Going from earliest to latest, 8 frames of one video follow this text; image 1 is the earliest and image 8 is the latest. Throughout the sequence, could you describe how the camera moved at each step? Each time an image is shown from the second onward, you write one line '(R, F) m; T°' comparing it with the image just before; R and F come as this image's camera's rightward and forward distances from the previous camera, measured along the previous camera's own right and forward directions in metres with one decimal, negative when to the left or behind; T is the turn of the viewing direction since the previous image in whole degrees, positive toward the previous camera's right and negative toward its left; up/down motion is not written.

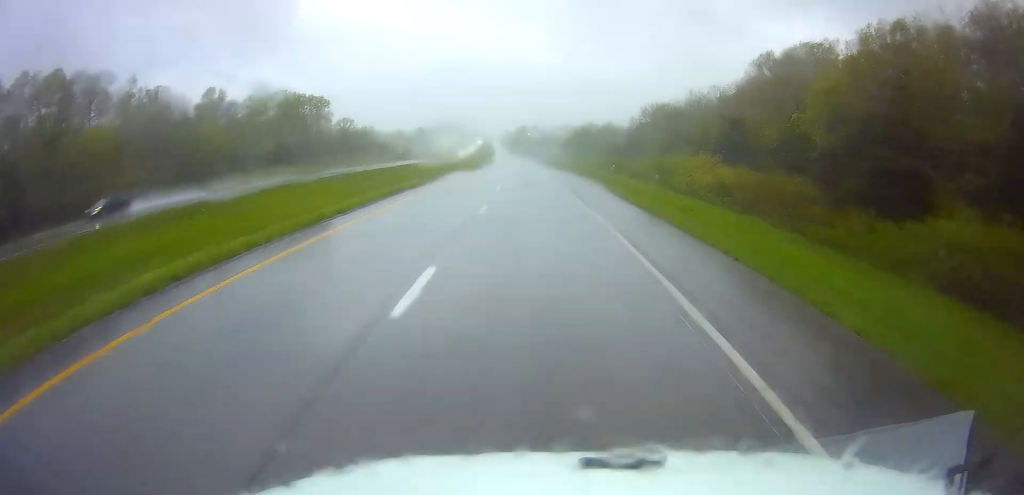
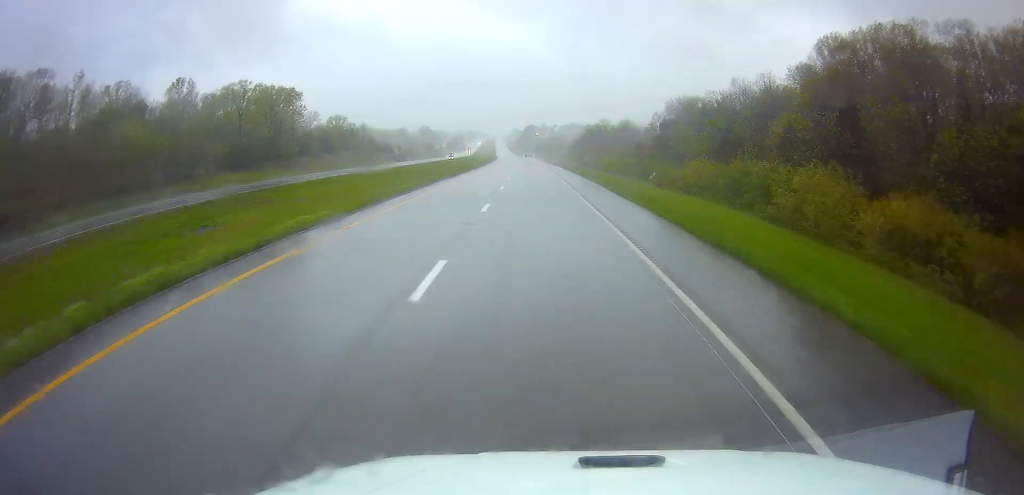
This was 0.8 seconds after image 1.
(-0.2, +23.9) m; -1°
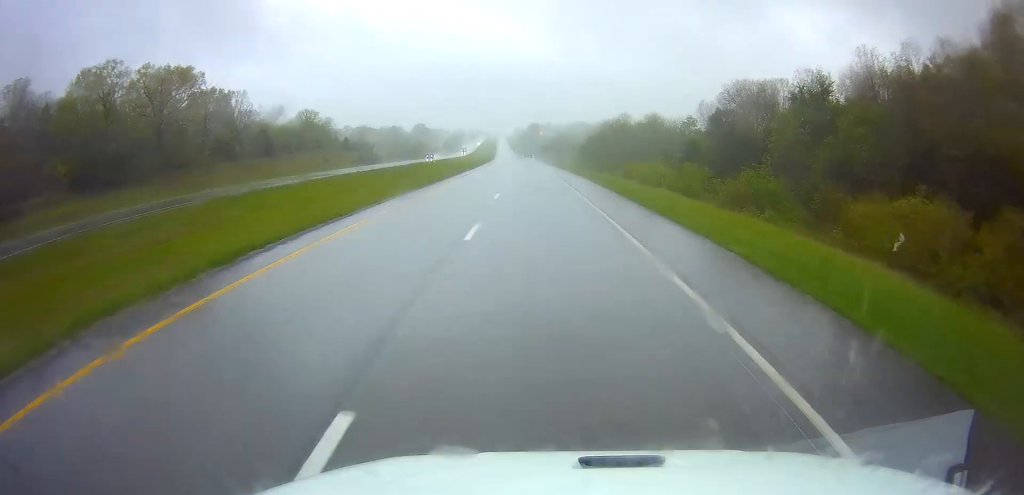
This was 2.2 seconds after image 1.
(-0.2, +43.4) m; 0°
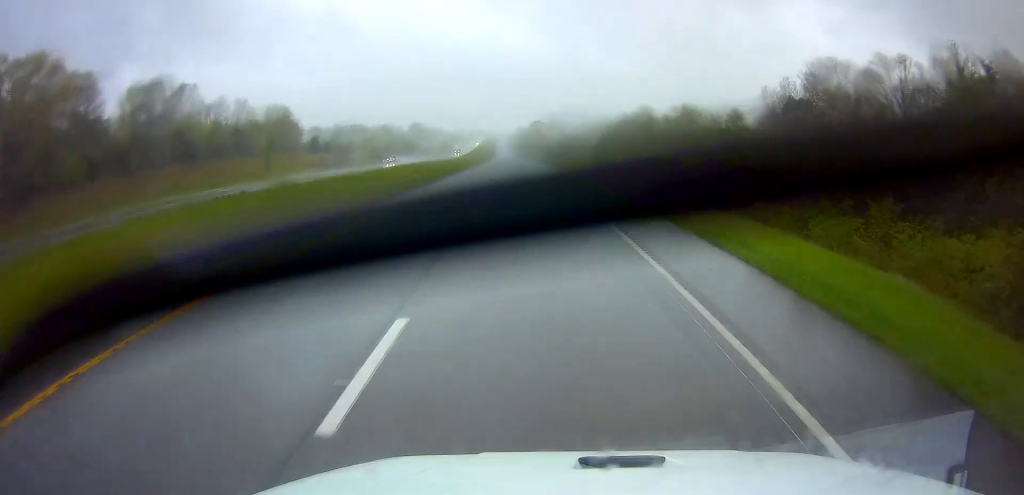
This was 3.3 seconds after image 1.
(+0.1, +34.0) m; 0°
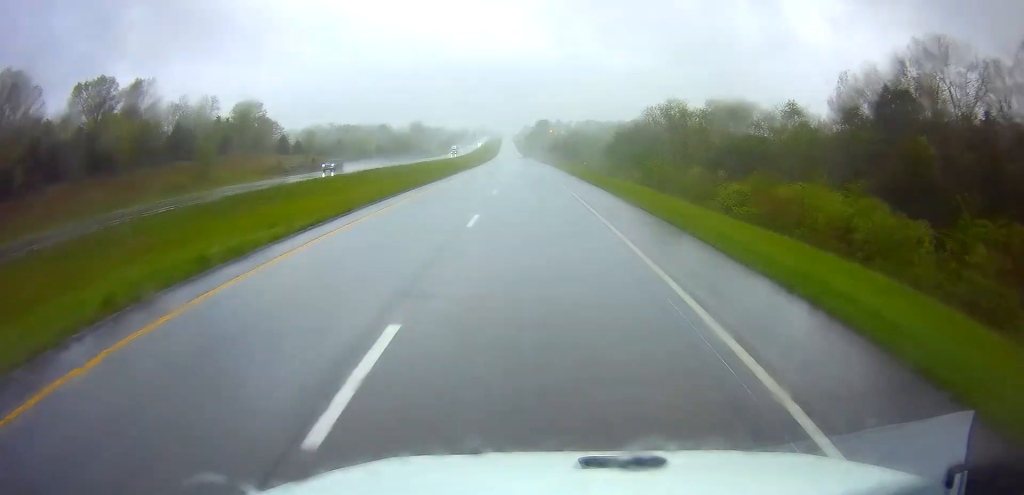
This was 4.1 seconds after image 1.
(-0.1, +24.7) m; -1°
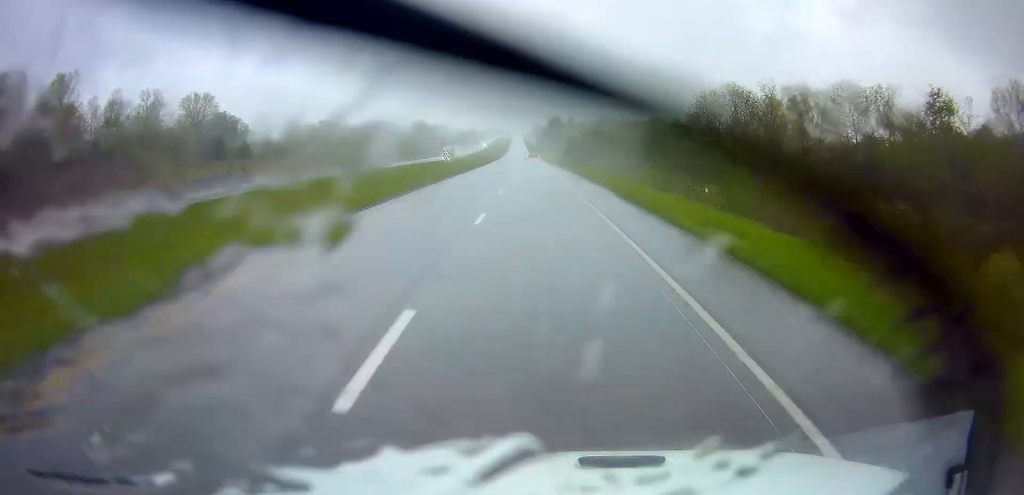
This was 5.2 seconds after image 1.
(-0.5, +35.8) m; -1°
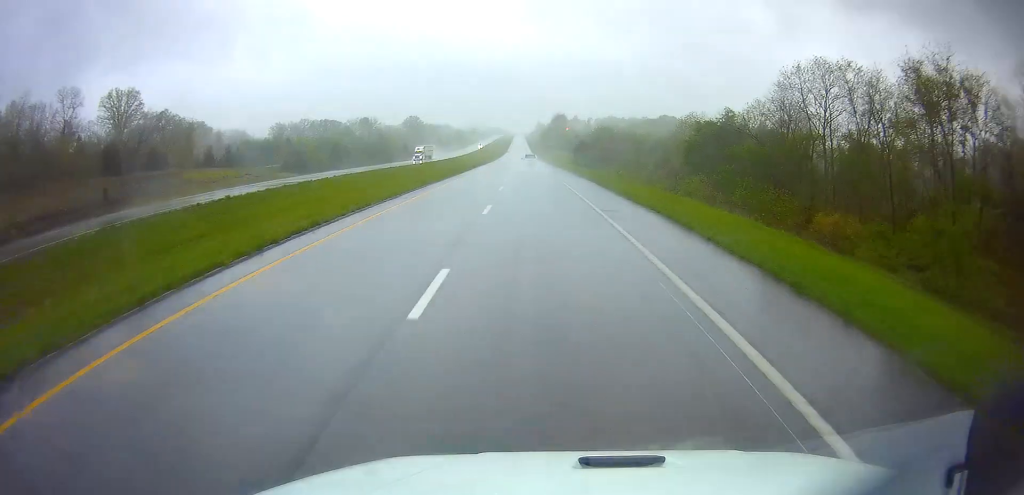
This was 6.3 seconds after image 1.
(-0.1, +33.8) m; 0°
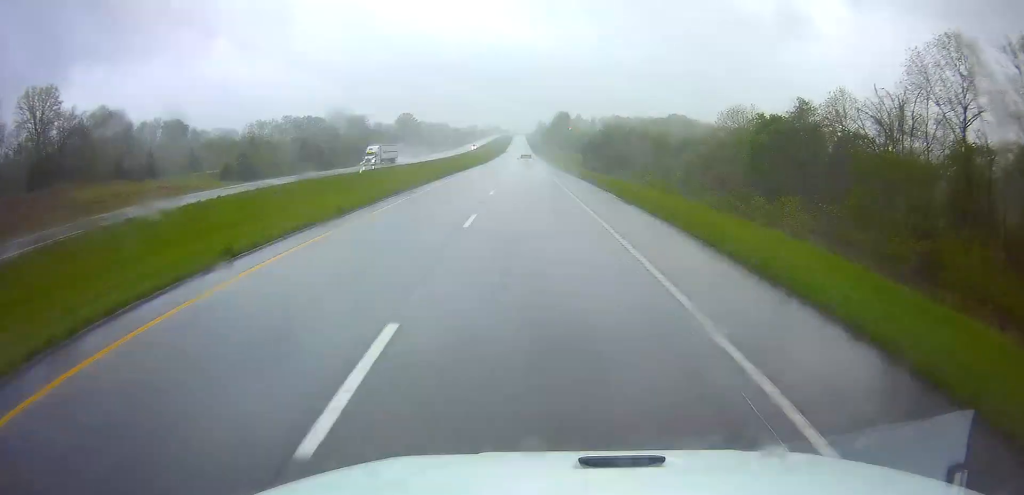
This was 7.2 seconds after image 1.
(0.0, +27.8) m; -1°
